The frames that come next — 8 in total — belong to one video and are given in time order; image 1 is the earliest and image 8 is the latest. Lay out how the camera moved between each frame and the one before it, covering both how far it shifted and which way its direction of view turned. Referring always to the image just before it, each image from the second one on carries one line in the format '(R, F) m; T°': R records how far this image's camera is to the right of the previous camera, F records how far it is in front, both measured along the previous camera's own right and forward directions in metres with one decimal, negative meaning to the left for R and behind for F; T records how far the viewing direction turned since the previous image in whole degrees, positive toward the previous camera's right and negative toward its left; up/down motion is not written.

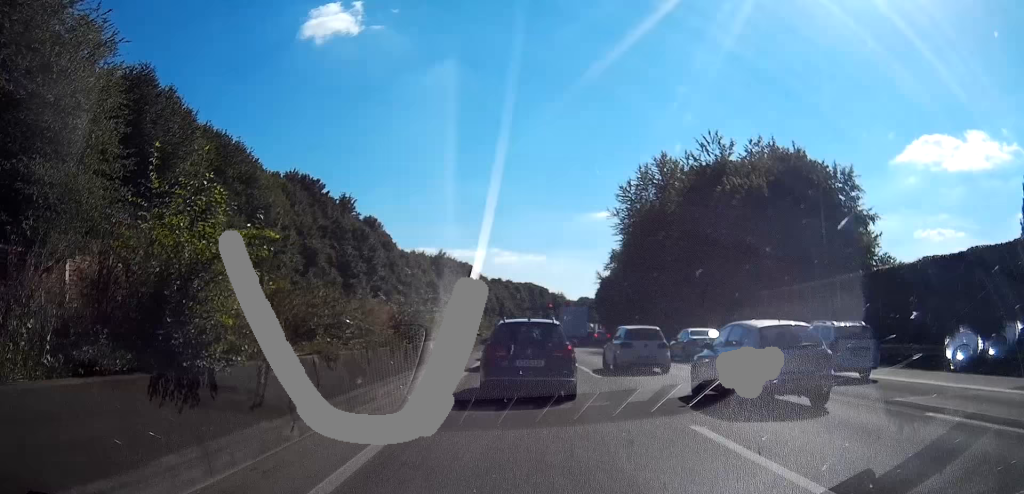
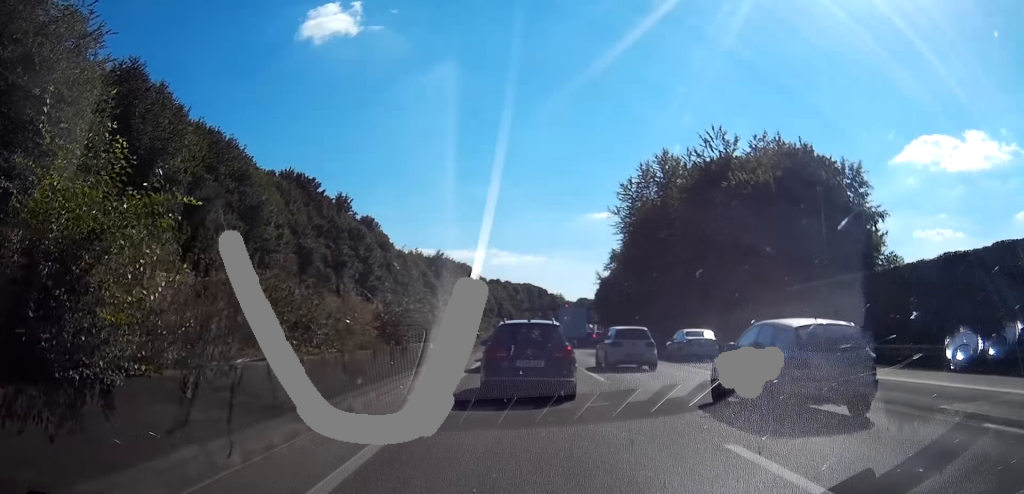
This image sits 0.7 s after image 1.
(+0.1, +1.8) m; +3°
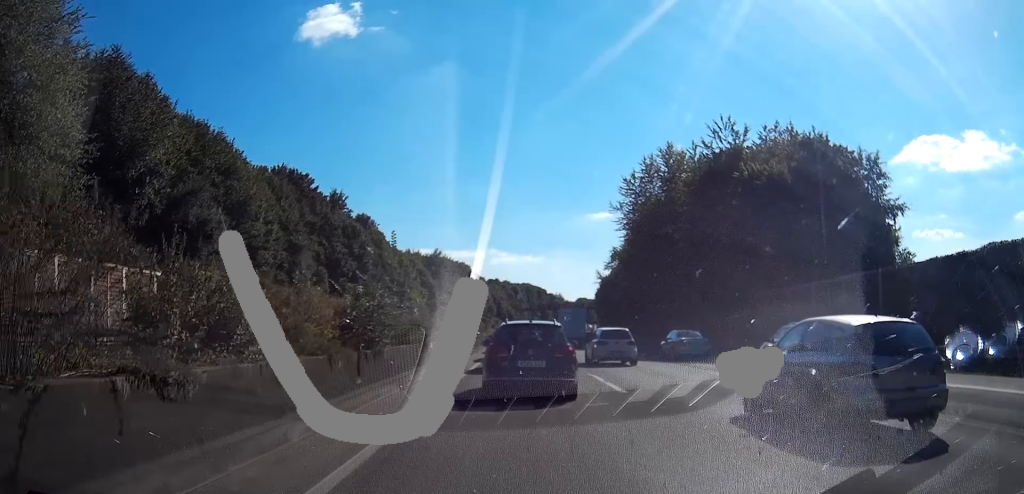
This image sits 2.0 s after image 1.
(+0.1, +3.3) m; 0°
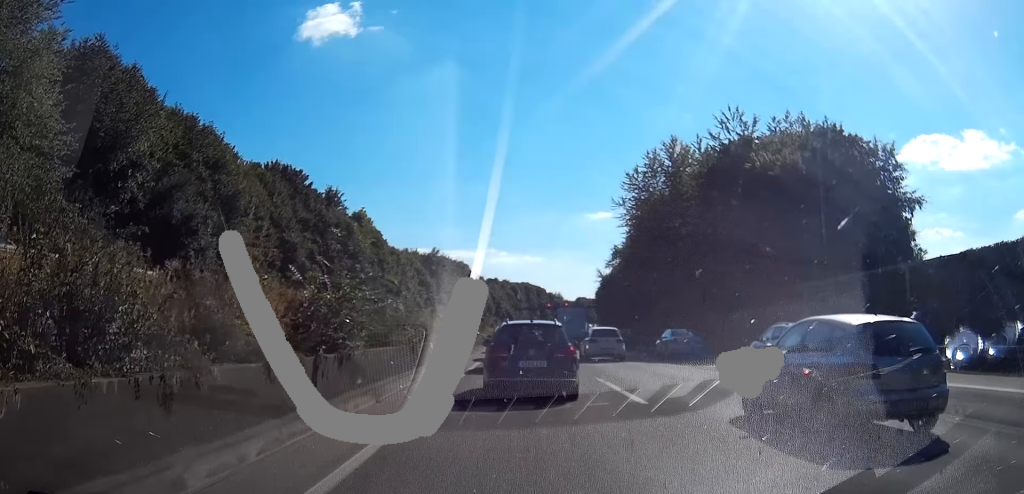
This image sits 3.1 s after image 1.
(-0.1, +2.5) m; -1°
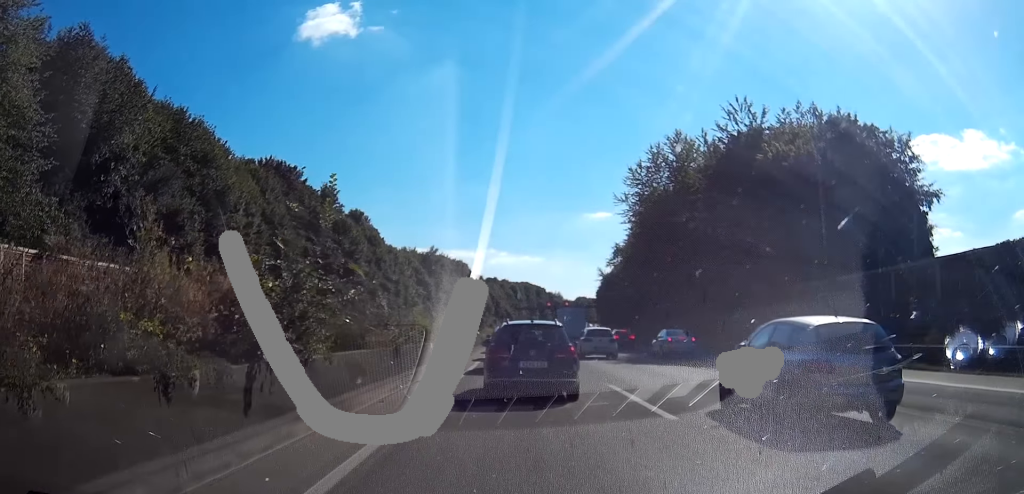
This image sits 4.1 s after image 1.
(0.0, +2.3) m; 0°
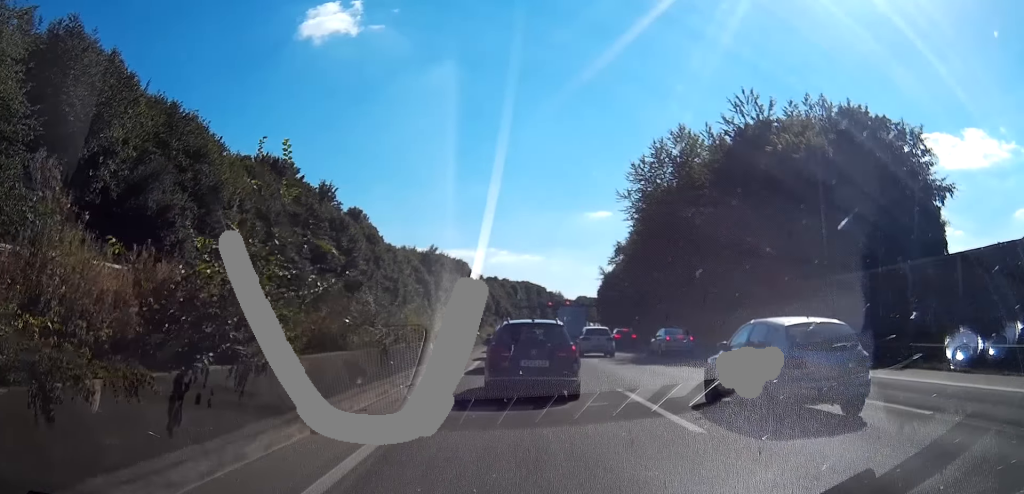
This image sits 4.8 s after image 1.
(0.0, +1.6) m; 0°
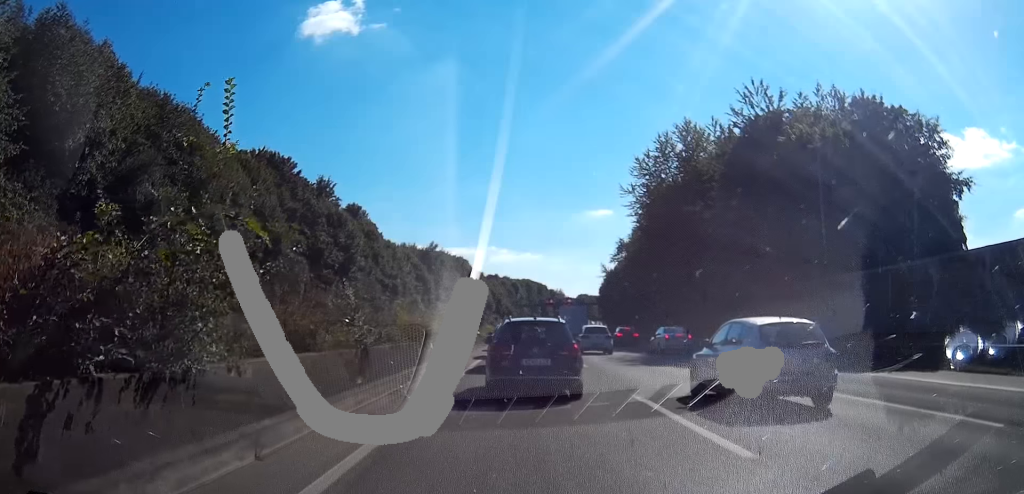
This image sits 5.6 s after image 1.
(0.0, +1.9) m; 0°
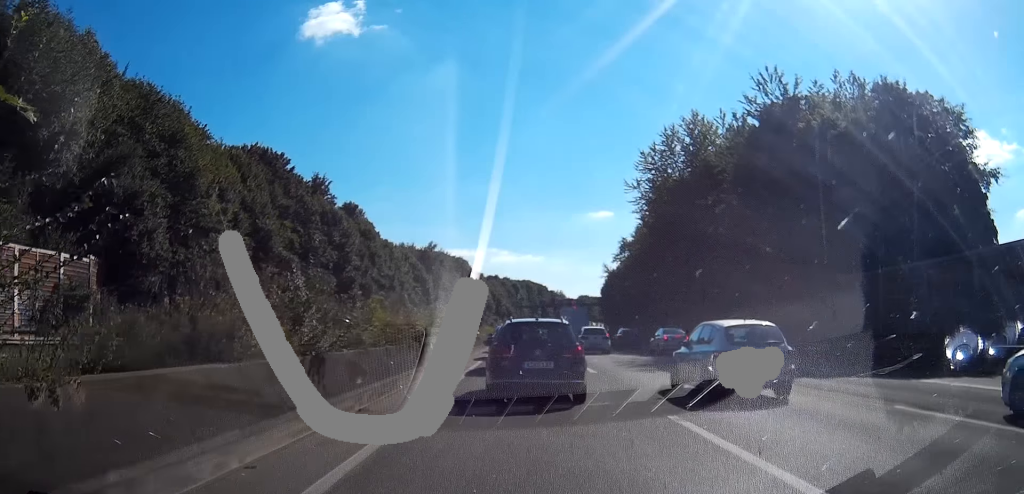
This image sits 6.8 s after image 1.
(0.0, +2.9) m; -2°
